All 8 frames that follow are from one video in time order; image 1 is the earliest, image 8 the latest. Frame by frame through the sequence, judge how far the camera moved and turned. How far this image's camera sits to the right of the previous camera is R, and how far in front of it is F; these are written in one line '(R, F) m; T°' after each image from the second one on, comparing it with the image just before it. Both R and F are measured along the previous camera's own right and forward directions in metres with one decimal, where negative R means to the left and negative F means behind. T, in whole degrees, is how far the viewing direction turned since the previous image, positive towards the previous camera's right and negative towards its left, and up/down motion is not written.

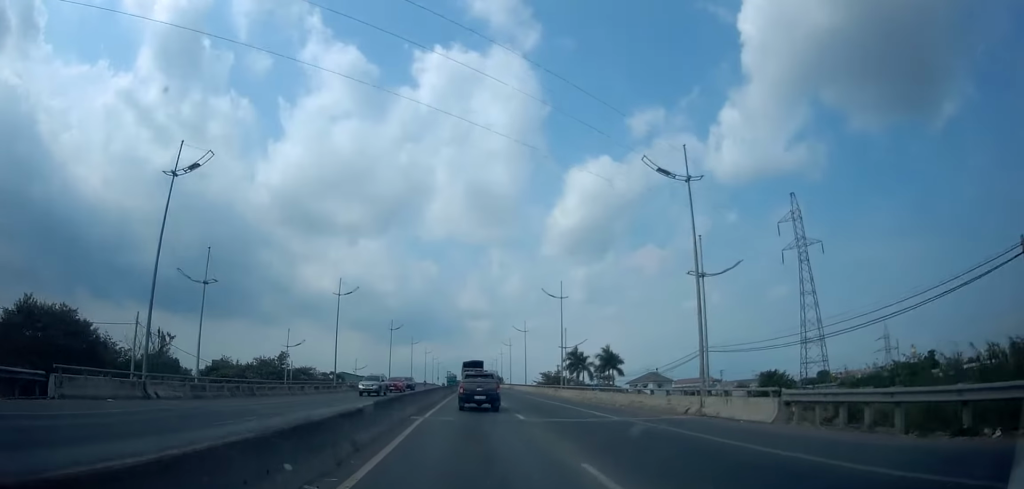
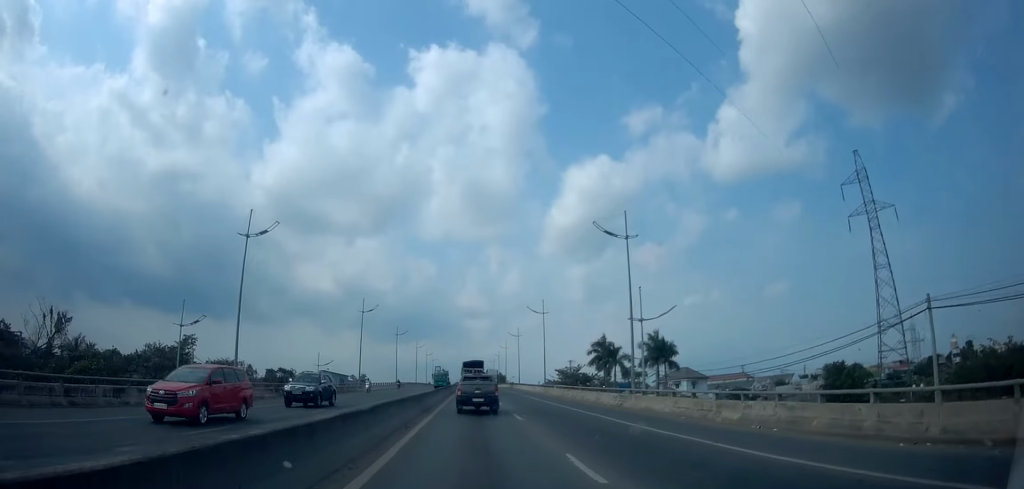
(0.0, +23.0) m; 0°
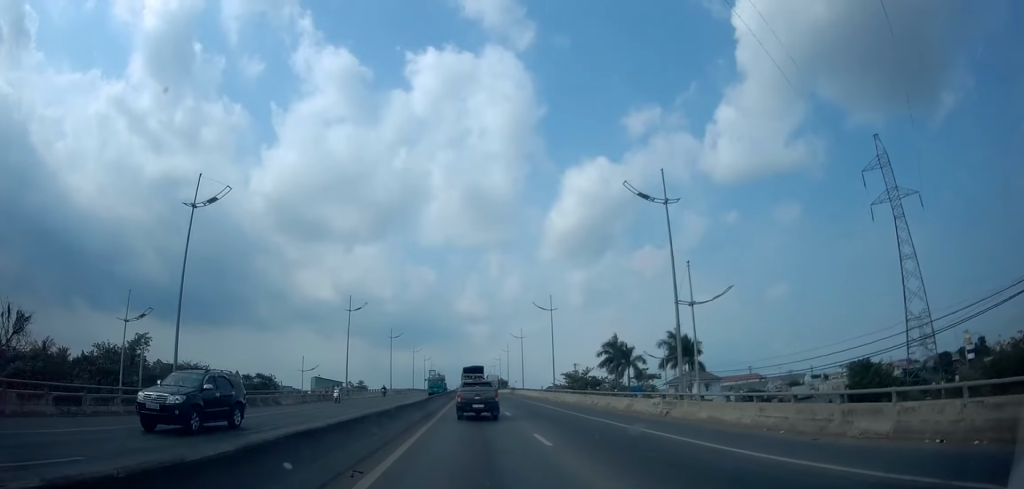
(+0.1, +7.2) m; -2°
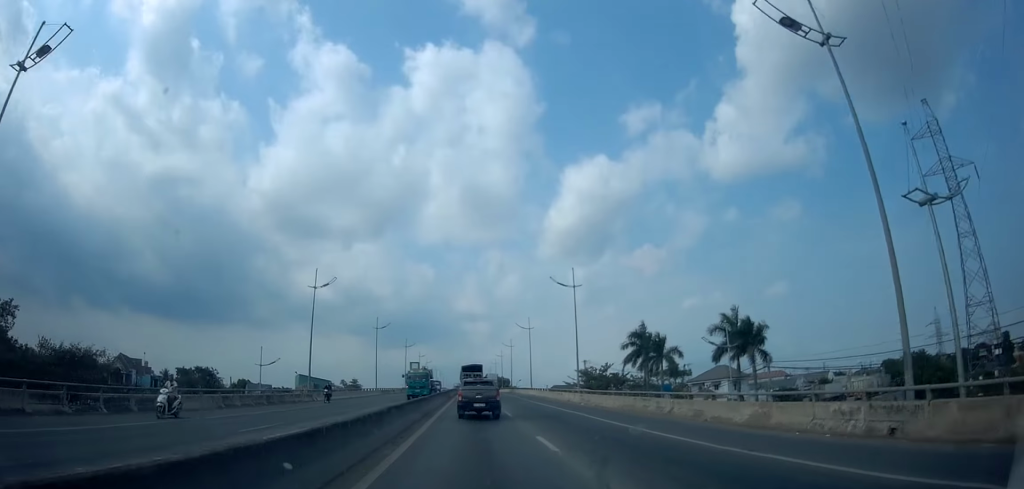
(-0.3, +13.0) m; -1°
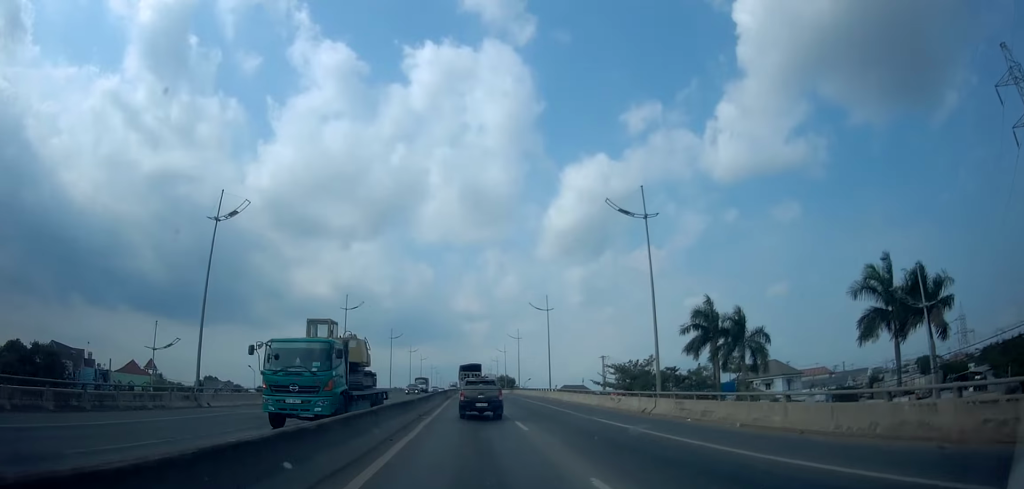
(+0.2, +19.1) m; +3°
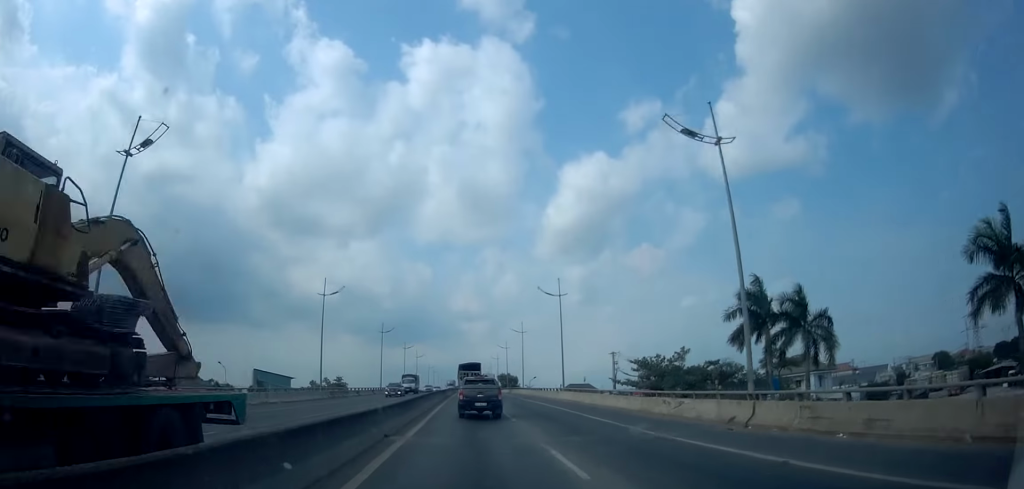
(+0.1, +8.4) m; +1°
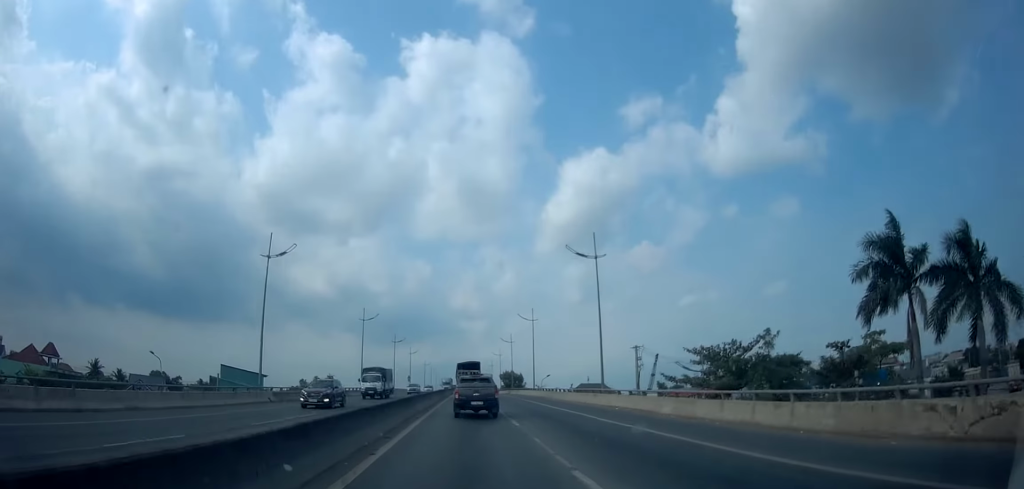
(0.0, +14.6) m; 0°
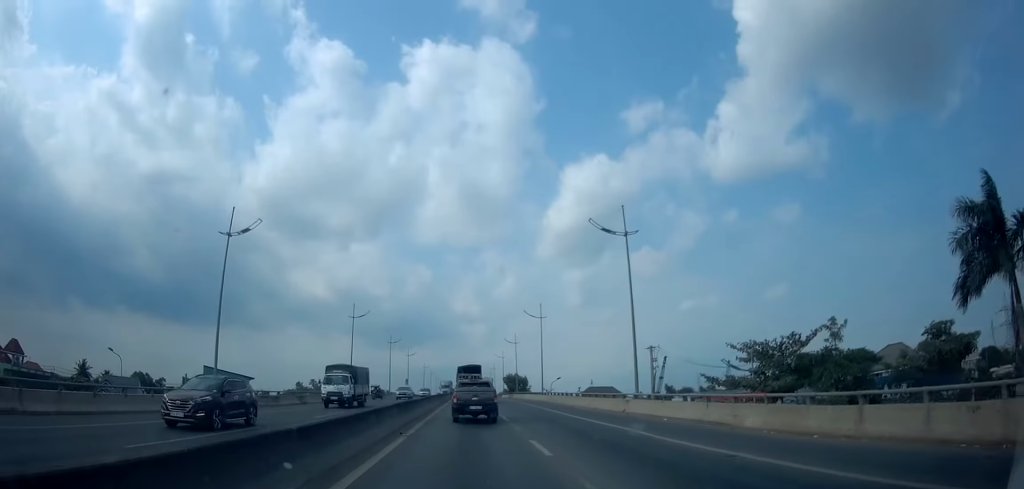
(0.0, +7.3) m; 0°
